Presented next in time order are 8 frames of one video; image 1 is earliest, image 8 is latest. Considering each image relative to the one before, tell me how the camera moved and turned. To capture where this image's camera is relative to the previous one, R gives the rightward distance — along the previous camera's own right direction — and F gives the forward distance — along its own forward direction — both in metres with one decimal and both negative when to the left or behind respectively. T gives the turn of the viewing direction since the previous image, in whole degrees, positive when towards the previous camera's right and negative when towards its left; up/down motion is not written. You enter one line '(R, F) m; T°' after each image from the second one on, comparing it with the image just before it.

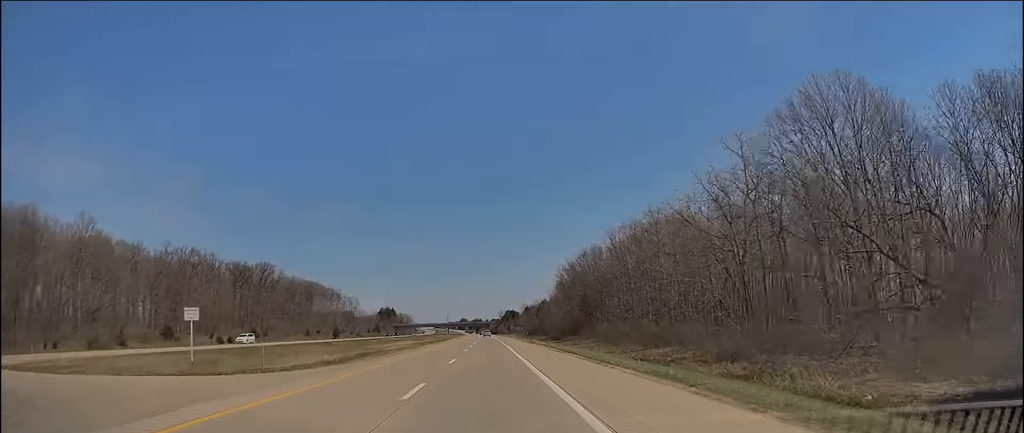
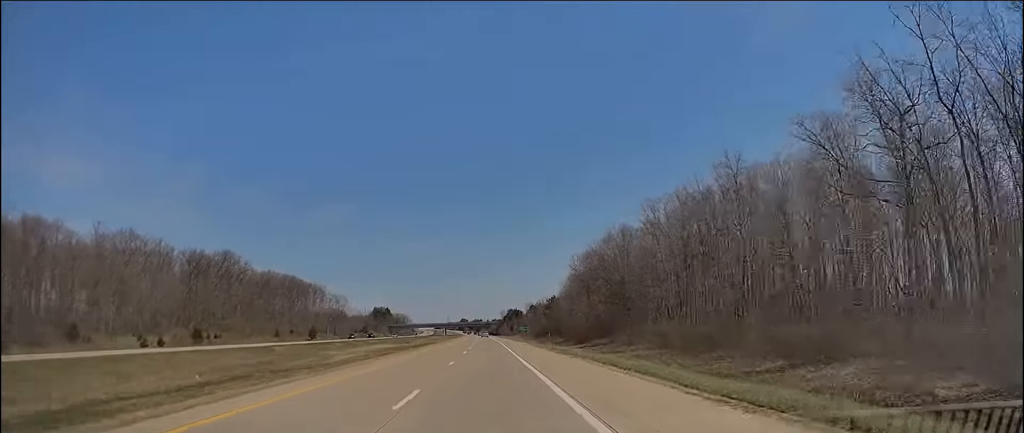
(+0.4, +31.7) m; -1°
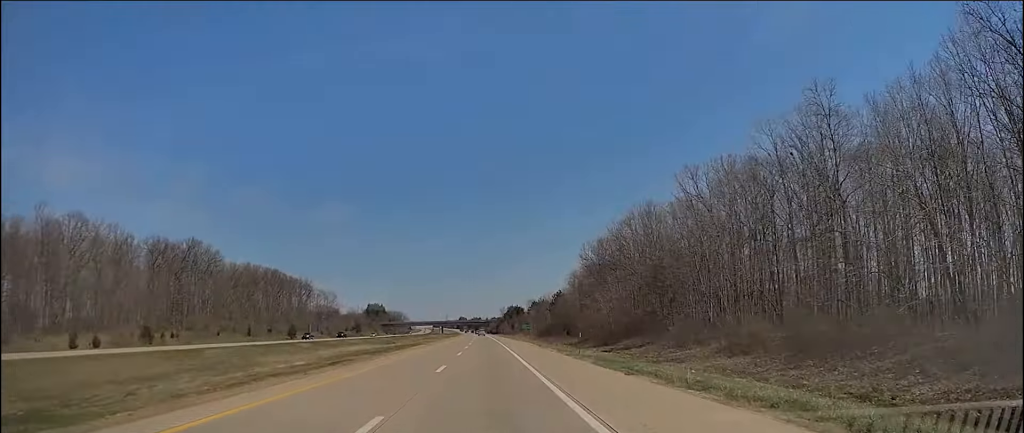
(-0.7, +20.3) m; -1°
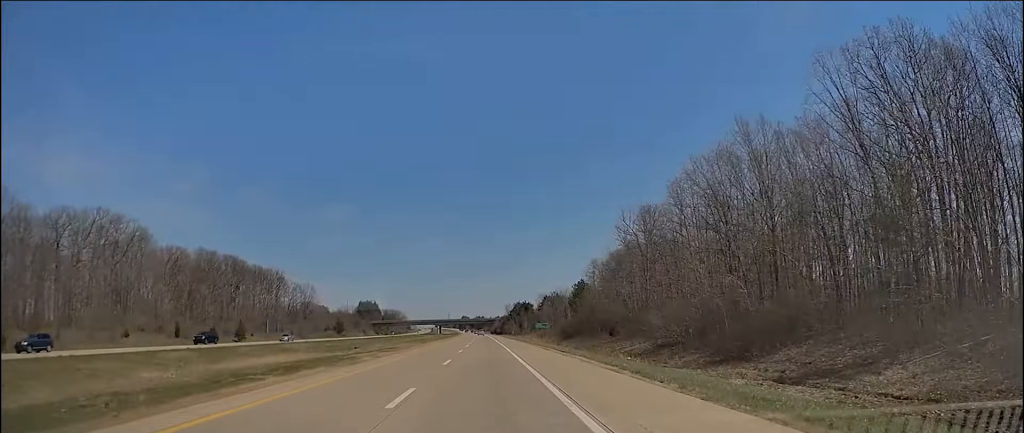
(+0.3, +40.6) m; +1°
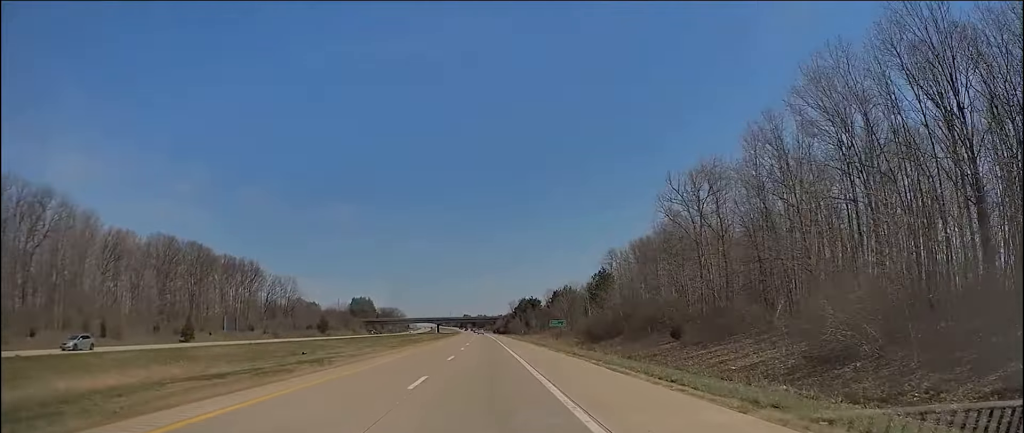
(0.0, +27.1) m; +1°
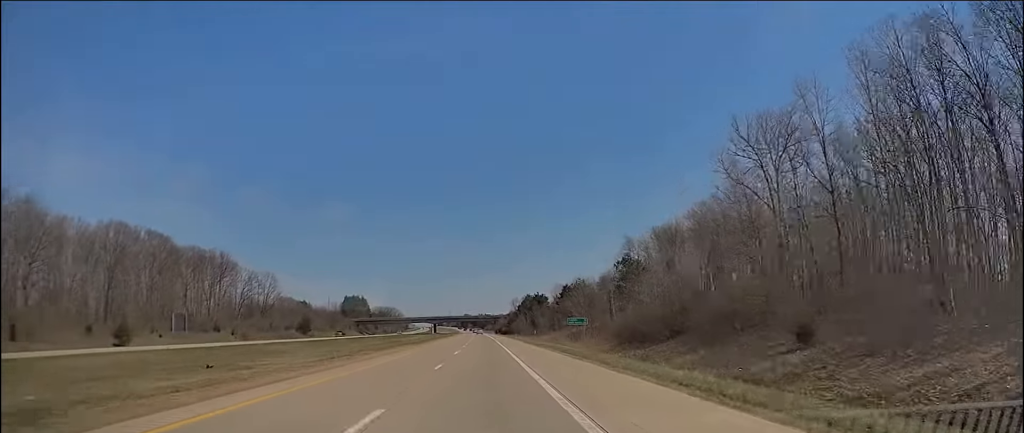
(+0.4, +23.1) m; -1°
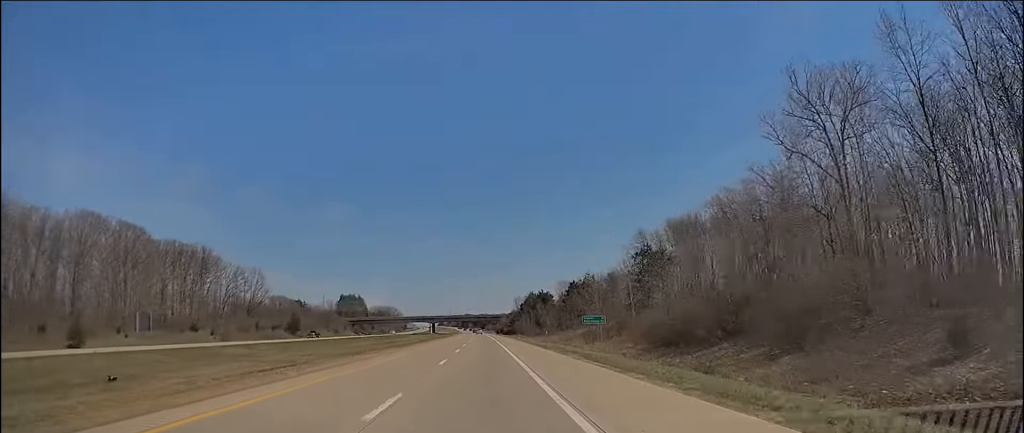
(-0.2, +12.5) m; 0°
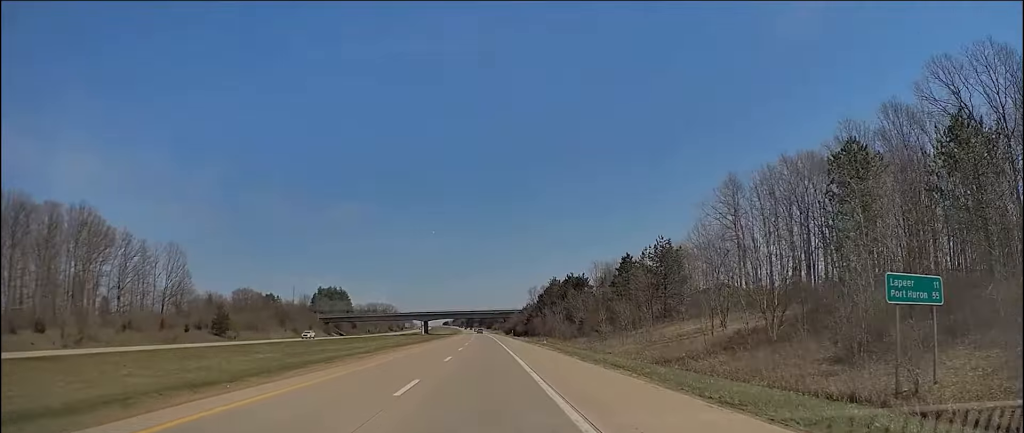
(-0.7, +56.9) m; -1°
